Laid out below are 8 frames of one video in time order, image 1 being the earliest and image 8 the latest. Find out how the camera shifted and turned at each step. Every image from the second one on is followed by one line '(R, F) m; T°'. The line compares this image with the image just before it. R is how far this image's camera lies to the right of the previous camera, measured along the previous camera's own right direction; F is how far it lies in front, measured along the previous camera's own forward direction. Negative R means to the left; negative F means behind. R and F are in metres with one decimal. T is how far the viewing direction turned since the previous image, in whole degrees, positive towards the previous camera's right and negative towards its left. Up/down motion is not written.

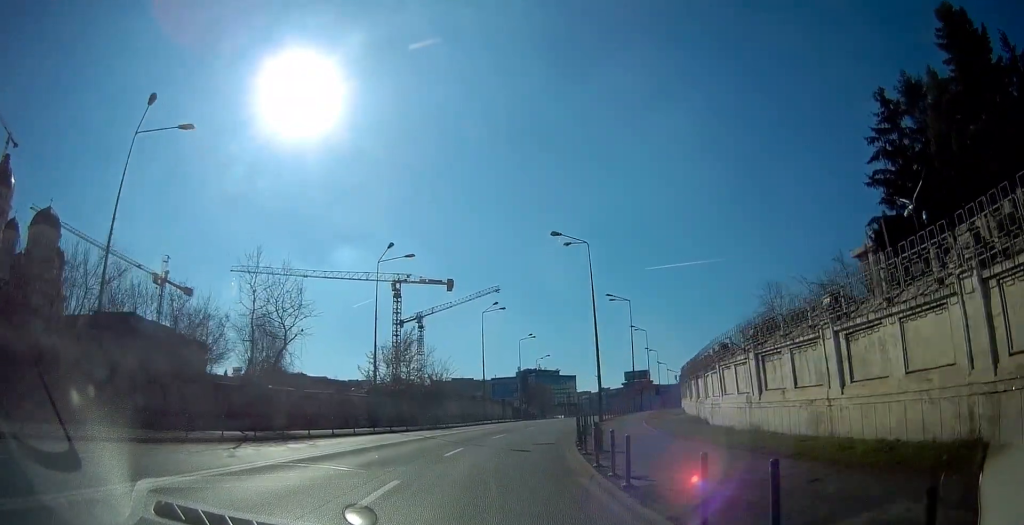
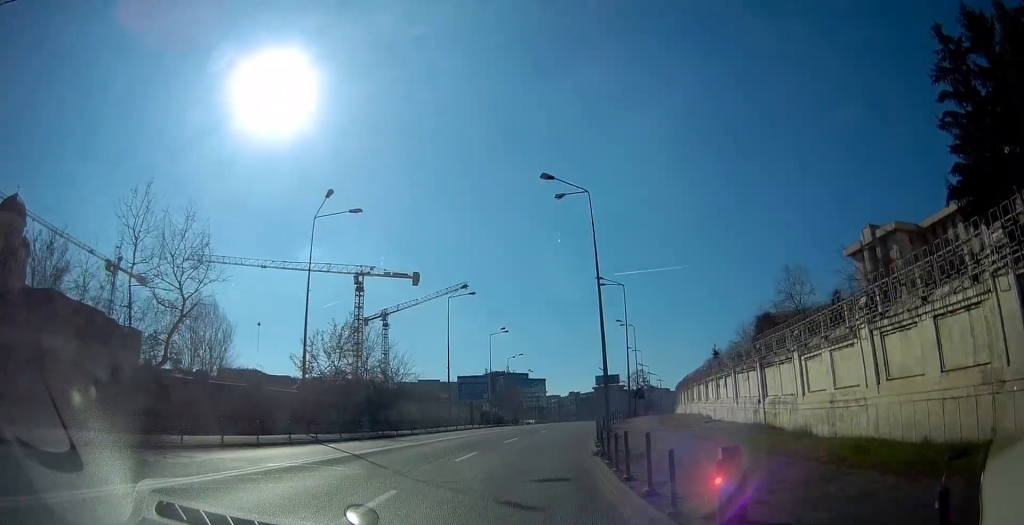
(0.0, +10.2) m; +3°
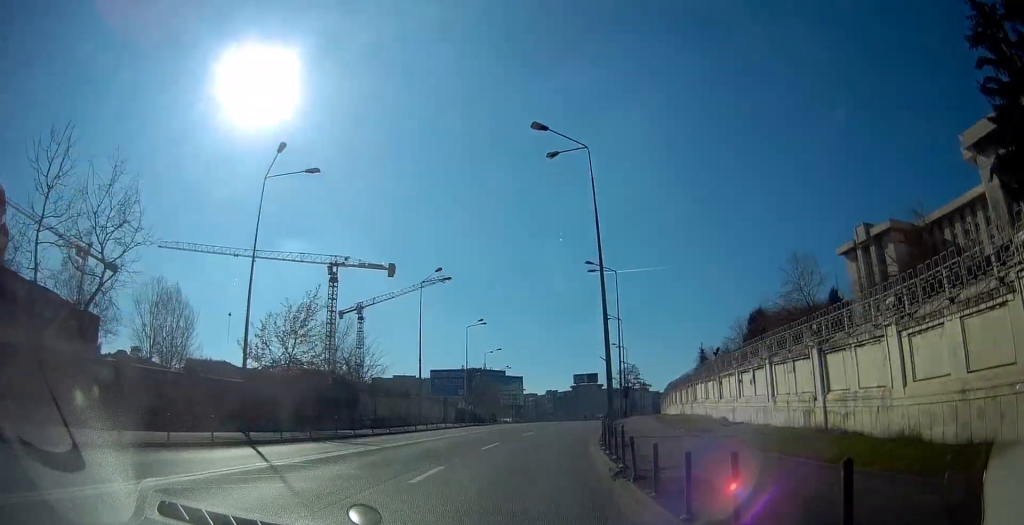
(+0.2, +5.2) m; +3°
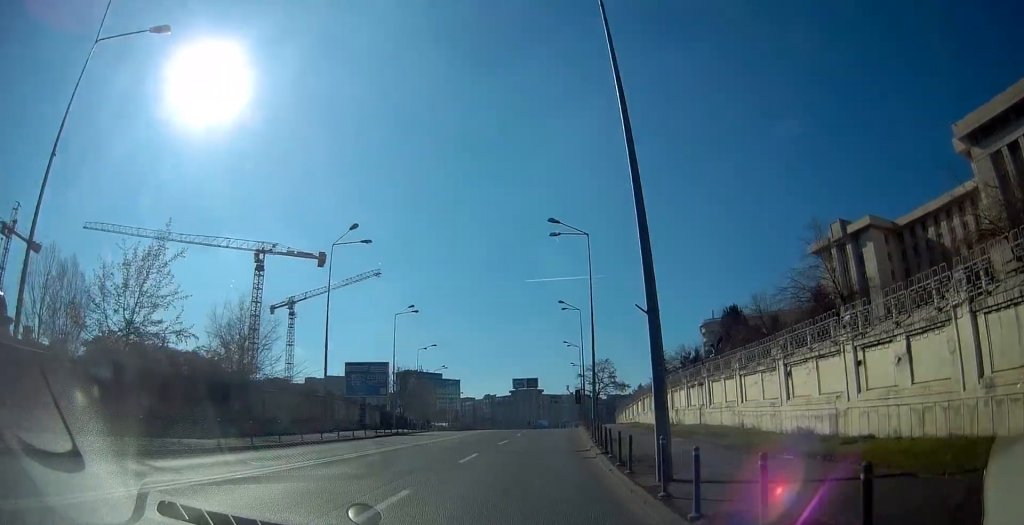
(+0.6, +11.9) m; +6°
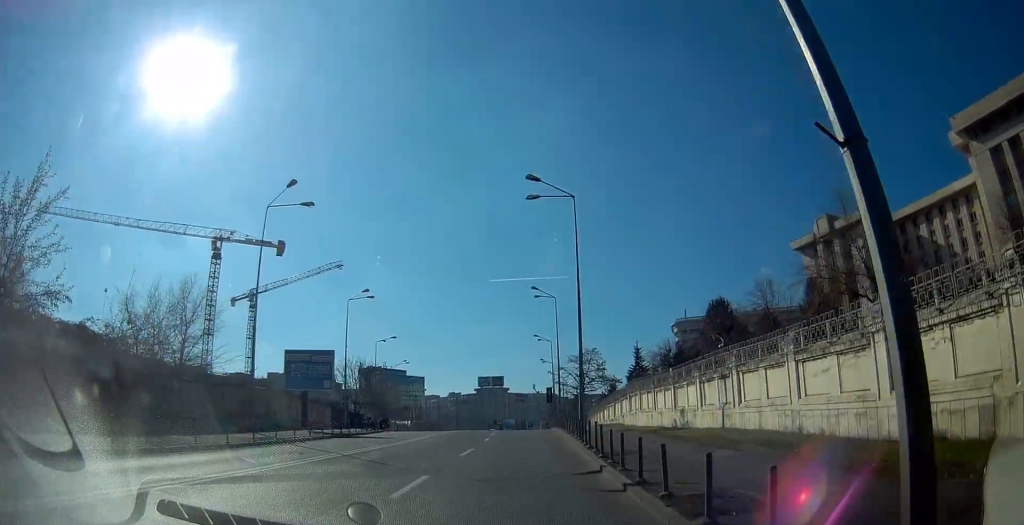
(+0.1, +6.7) m; +3°
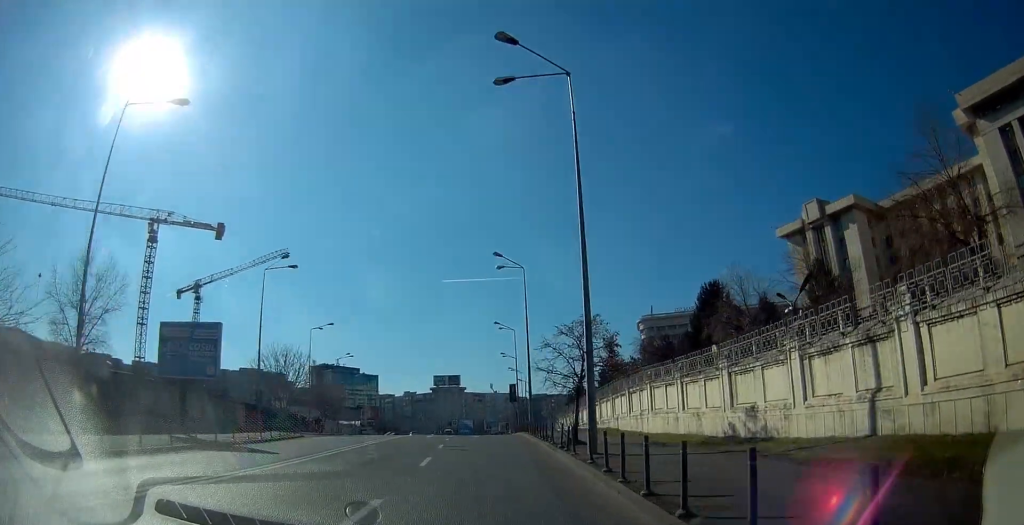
(+0.4, +11.7) m; +4°
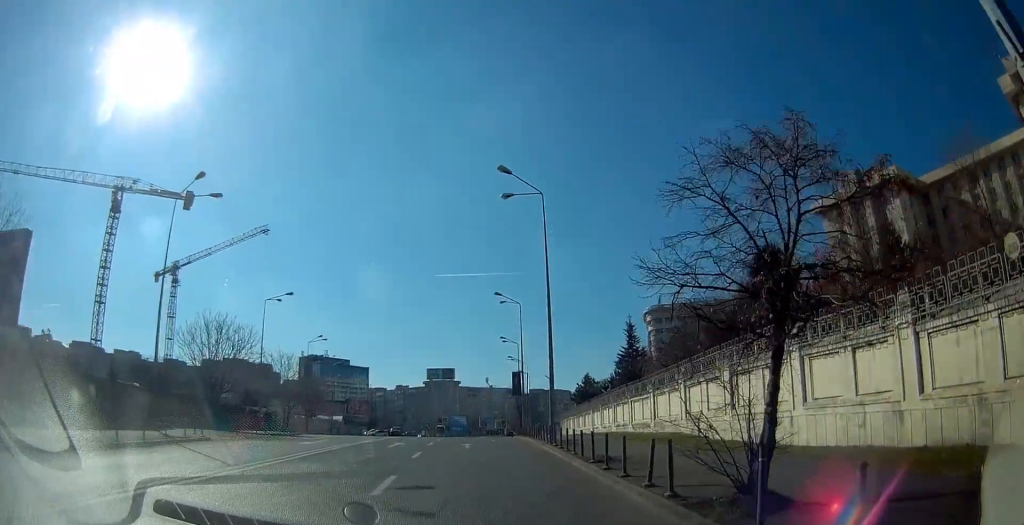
(+0.5, +14.1) m; +2°
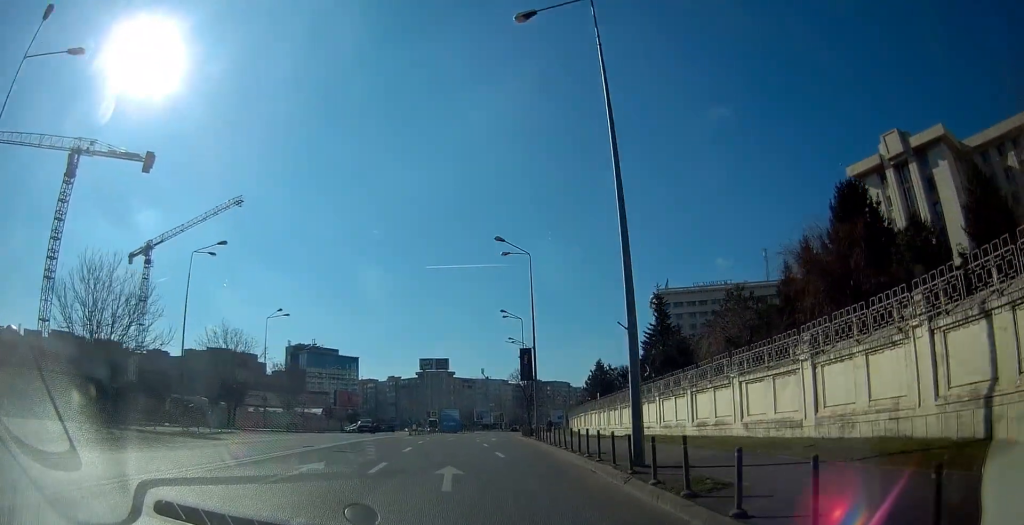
(+0.1, +14.2) m; 0°
